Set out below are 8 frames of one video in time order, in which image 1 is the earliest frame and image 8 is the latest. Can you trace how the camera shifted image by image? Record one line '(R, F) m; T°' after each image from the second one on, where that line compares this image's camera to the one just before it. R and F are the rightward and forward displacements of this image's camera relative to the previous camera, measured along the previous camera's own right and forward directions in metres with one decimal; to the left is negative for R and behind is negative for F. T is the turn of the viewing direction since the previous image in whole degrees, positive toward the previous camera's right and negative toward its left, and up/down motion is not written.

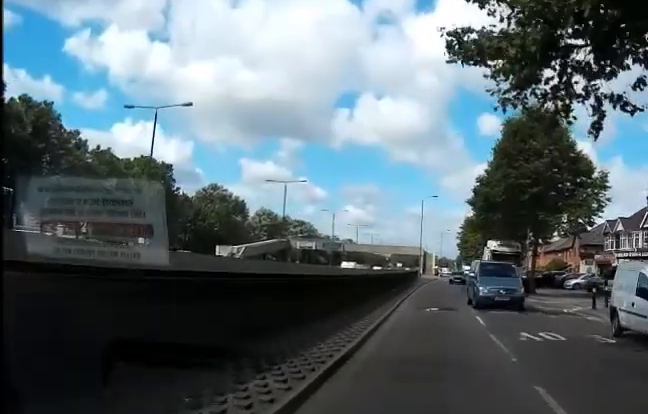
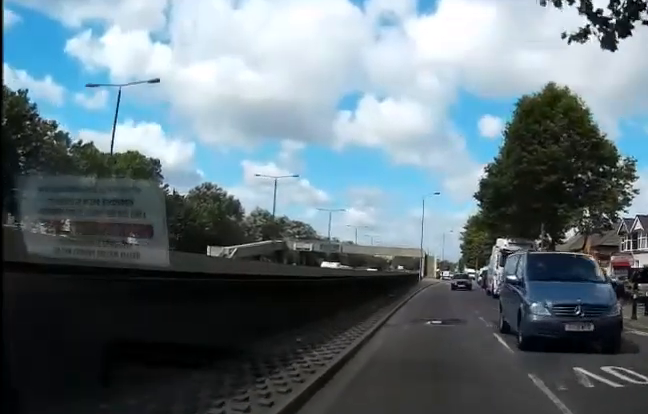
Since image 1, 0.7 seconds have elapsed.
(0.0, +5.0) m; -1°
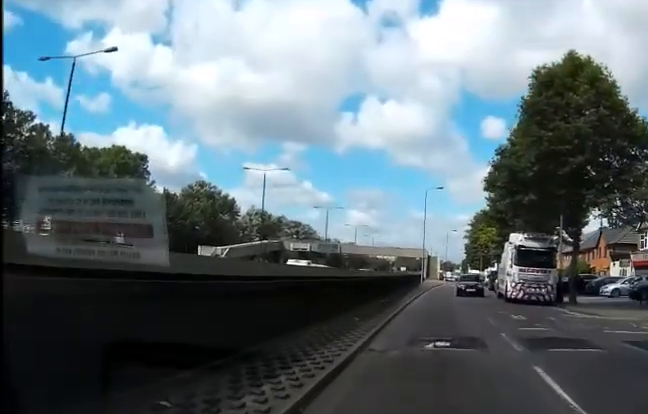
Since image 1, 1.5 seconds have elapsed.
(-0.1, +5.3) m; -1°
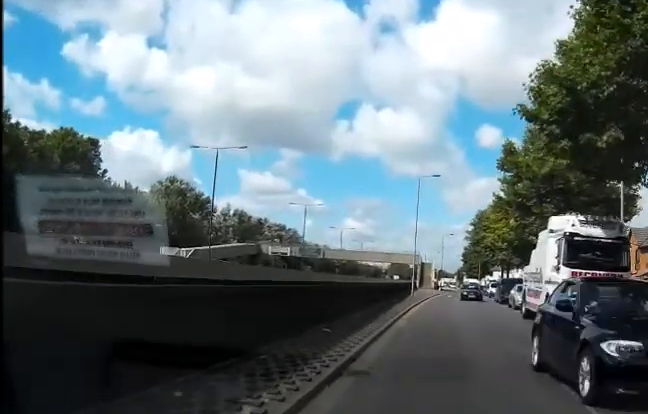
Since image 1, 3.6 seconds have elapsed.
(-0.3, +14.0) m; +1°
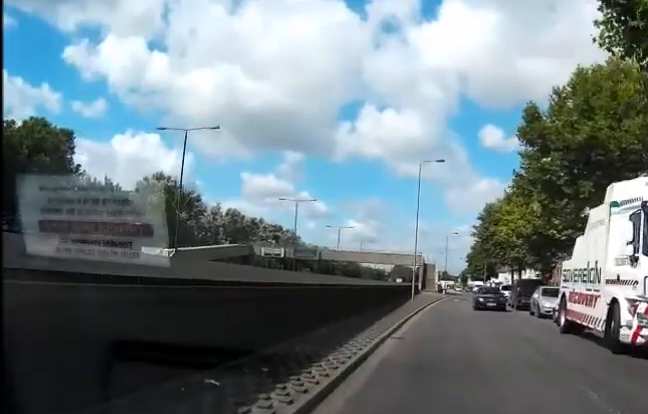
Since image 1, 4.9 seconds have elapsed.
(+0.3, +8.1) m; +4°
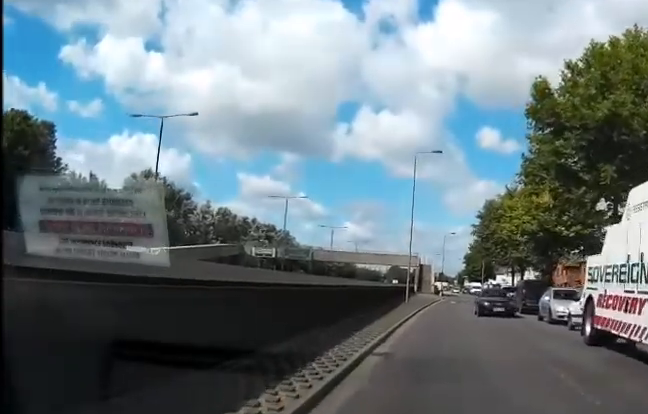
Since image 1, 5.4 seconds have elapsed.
(0.0, +3.5) m; 0°
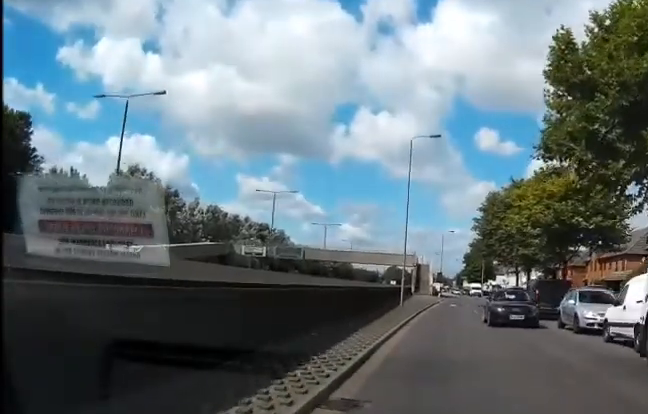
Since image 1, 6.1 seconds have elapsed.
(0.0, +4.1) m; 0°
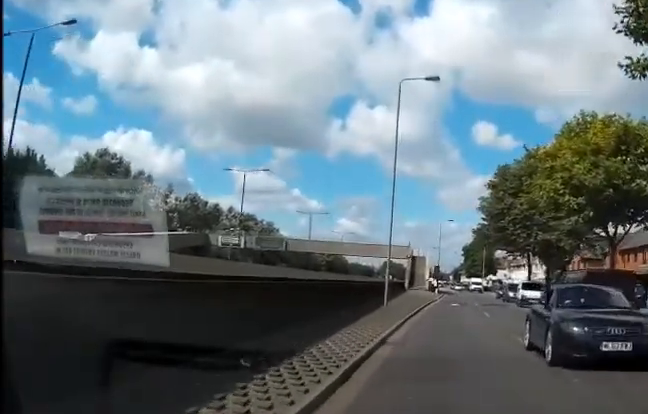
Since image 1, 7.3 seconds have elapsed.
(0.0, +8.0) m; 0°
